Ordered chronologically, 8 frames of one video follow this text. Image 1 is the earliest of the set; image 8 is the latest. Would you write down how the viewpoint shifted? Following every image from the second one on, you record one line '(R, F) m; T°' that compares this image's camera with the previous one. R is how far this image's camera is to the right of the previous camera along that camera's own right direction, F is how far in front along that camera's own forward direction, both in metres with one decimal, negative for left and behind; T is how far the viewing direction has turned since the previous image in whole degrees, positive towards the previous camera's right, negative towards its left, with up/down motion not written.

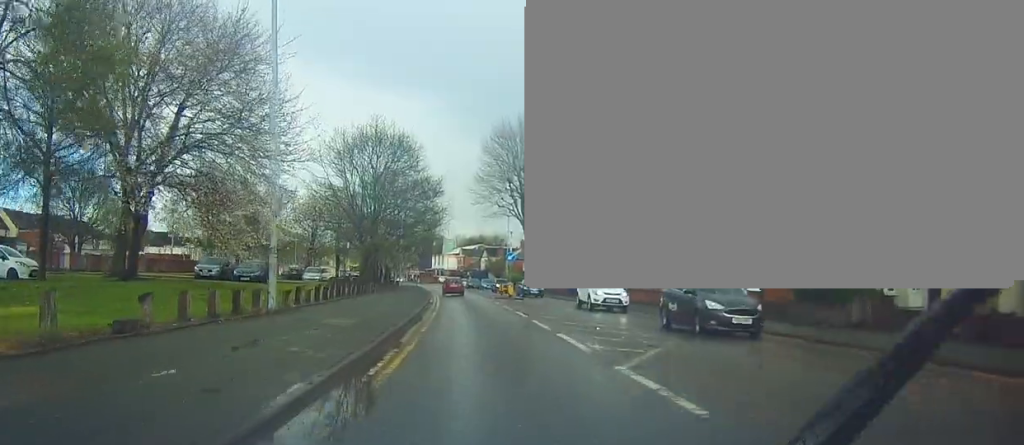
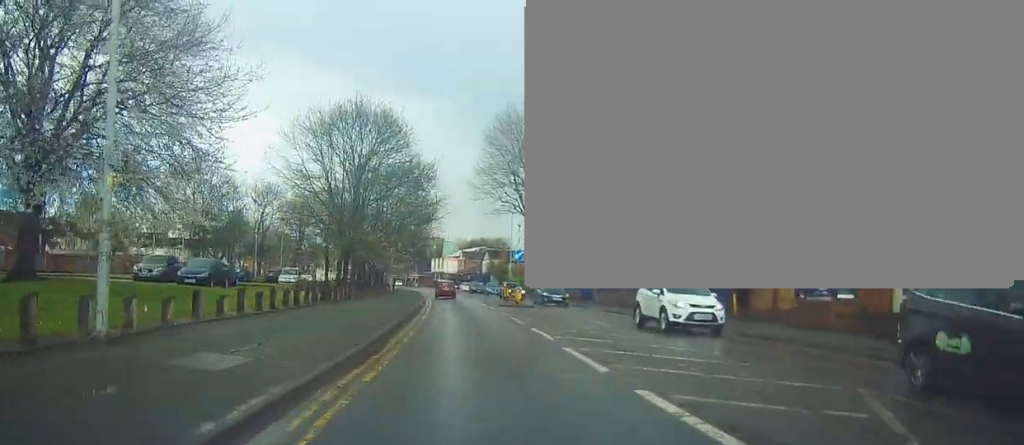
(+0.2, +7.7) m; -1°
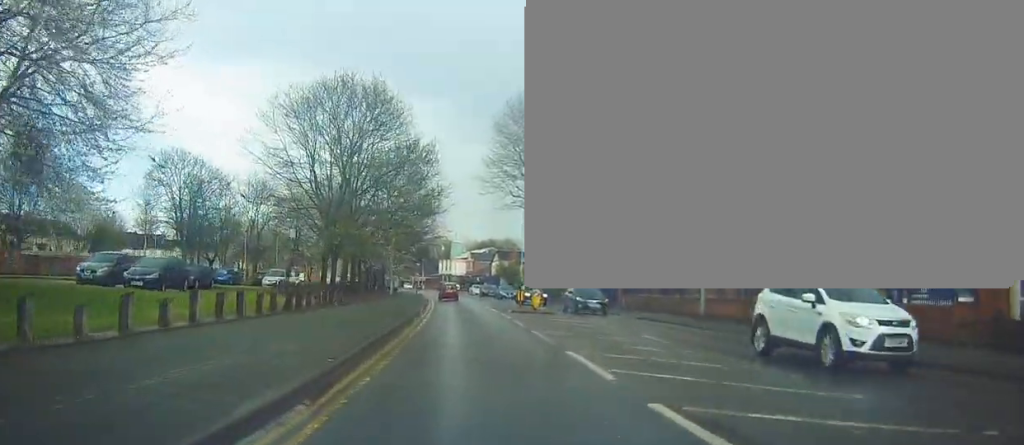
(-0.2, +5.9) m; -2°
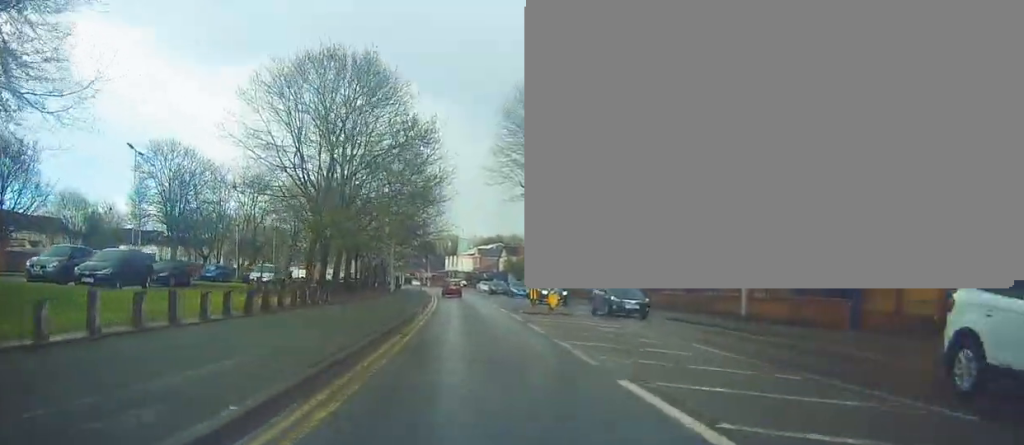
(0.0, +4.1) m; 0°
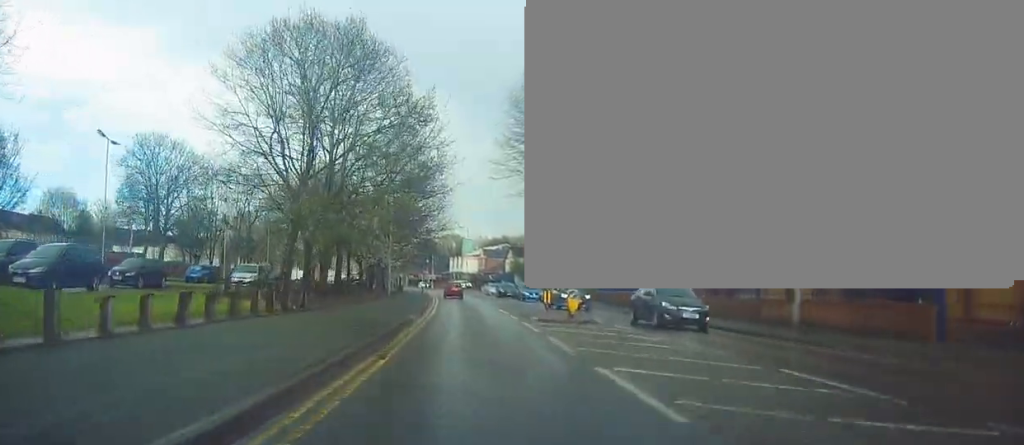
(0.0, +4.1) m; 0°
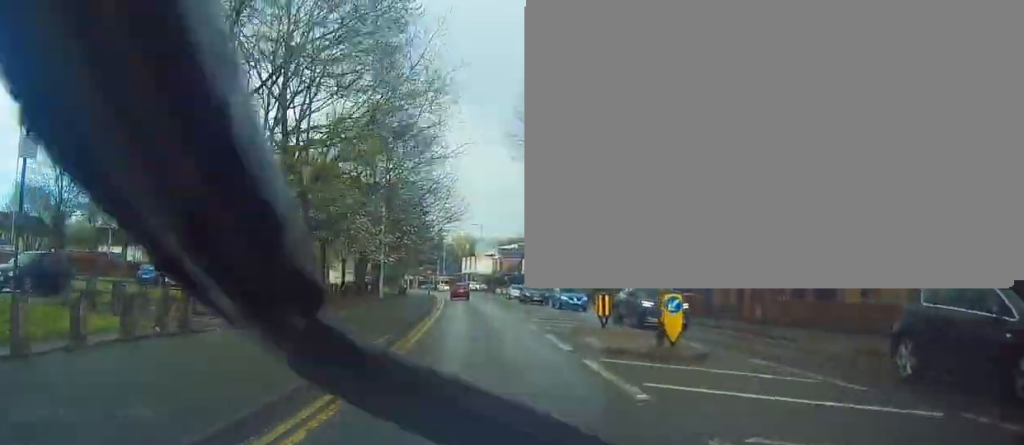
(+0.1, +9.9) m; -2°
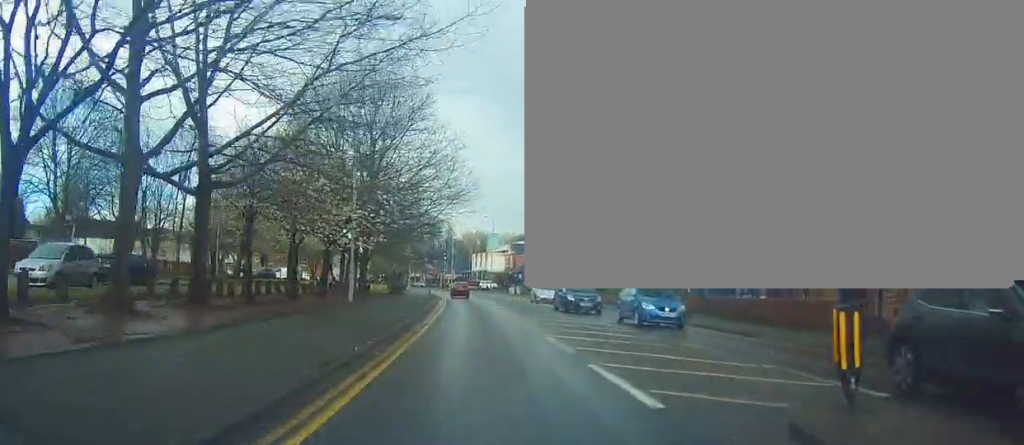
(-0.4, +11.4) m; +1°
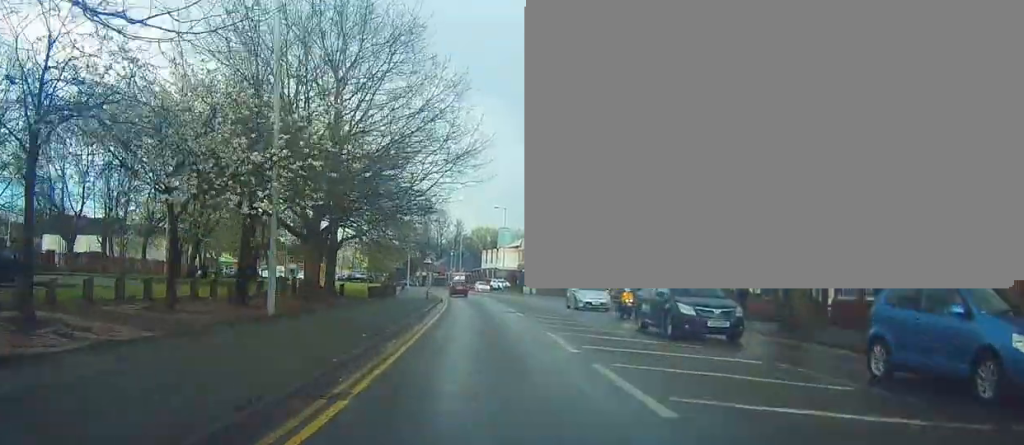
(+0.4, +11.3) m; -1°
